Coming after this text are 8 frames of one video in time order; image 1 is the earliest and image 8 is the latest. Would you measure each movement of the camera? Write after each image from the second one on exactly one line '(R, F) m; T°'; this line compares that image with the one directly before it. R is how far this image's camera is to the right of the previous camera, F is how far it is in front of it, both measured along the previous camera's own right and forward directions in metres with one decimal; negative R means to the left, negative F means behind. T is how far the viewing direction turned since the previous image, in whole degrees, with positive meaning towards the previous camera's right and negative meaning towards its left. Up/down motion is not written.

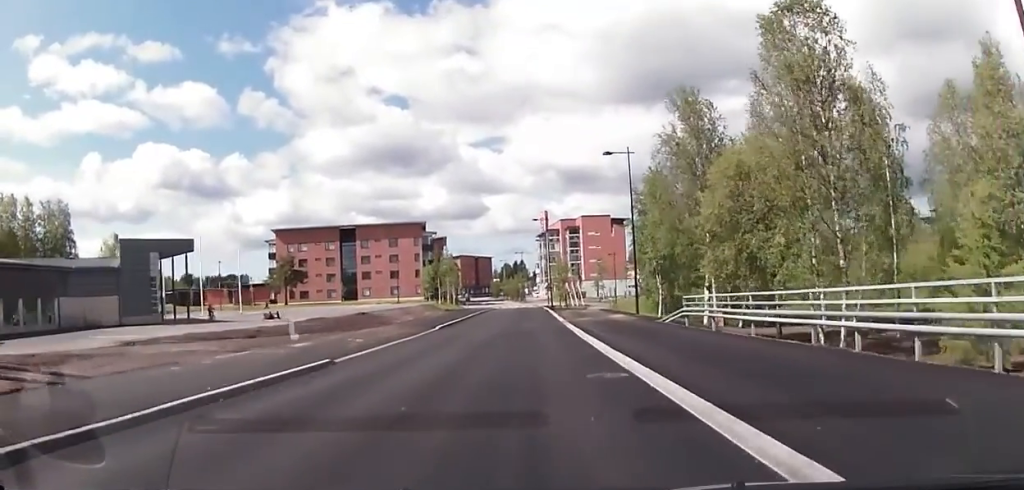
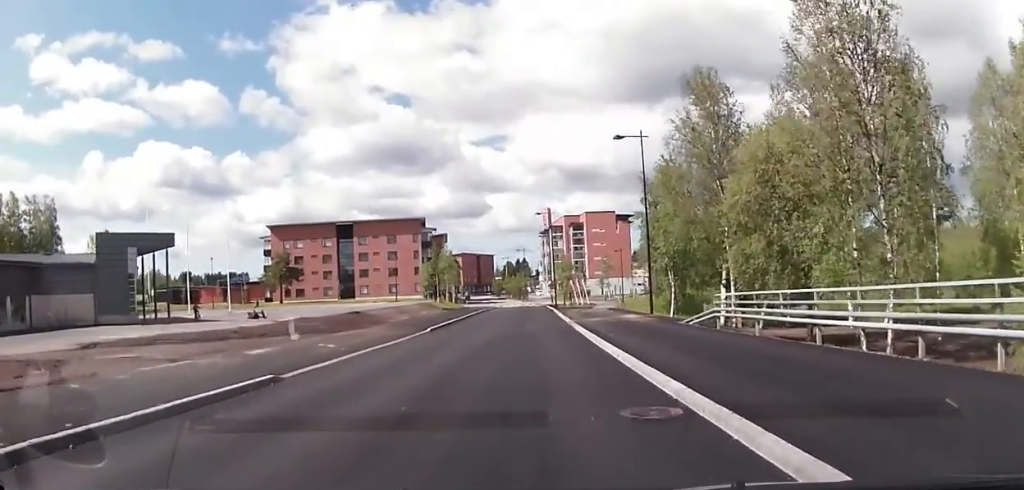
(0.0, +4.0) m; 0°
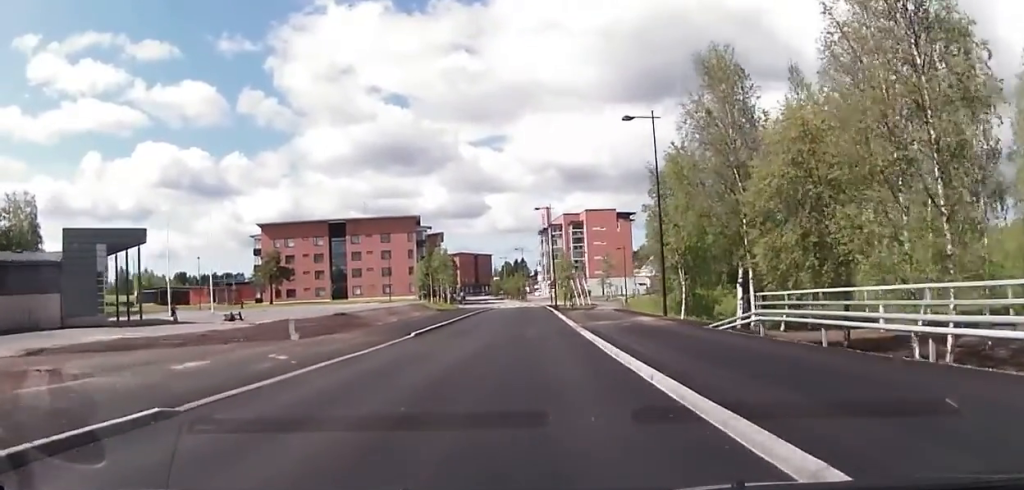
(0.0, +4.3) m; 0°
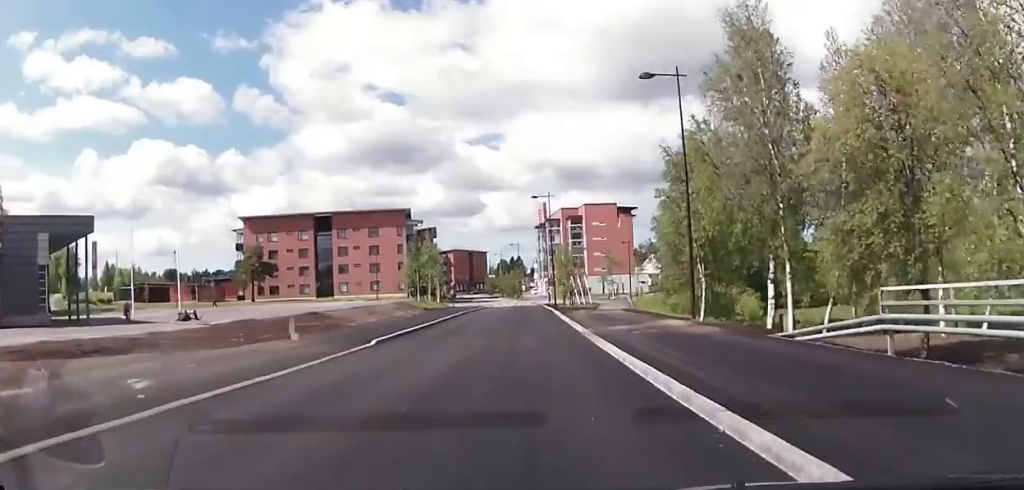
(0.0, +6.7) m; 0°
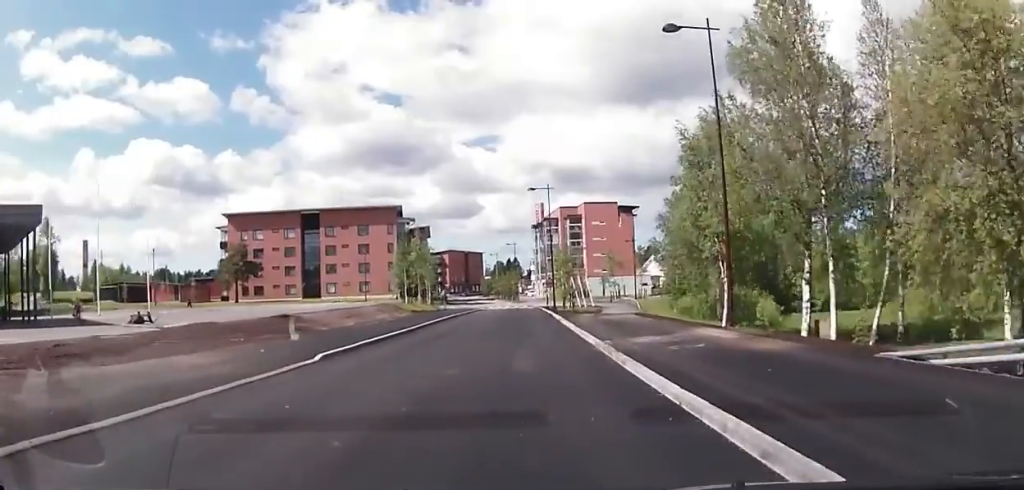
(0.0, +5.5) m; 0°
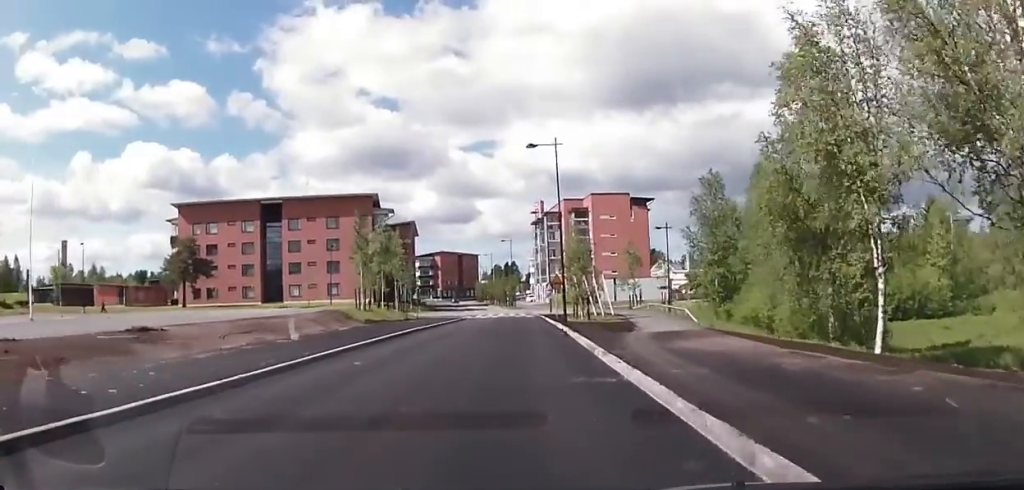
(0.0, +16.9) m; 0°
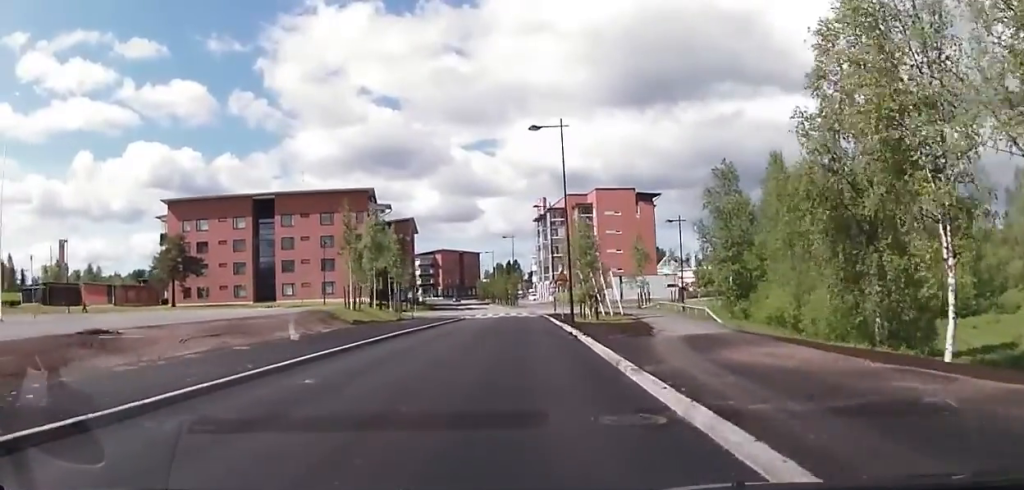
(0.0, +3.7) m; 0°
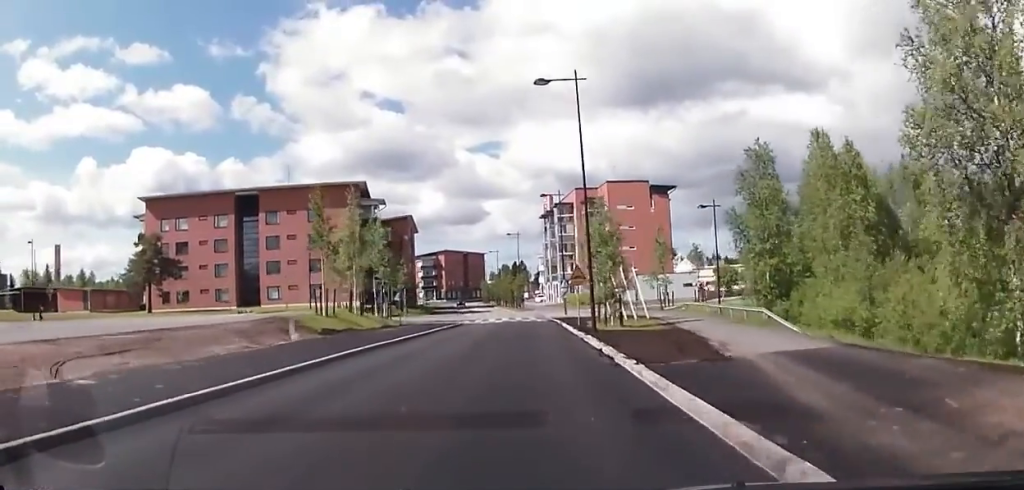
(0.0, +7.8) m; 0°
